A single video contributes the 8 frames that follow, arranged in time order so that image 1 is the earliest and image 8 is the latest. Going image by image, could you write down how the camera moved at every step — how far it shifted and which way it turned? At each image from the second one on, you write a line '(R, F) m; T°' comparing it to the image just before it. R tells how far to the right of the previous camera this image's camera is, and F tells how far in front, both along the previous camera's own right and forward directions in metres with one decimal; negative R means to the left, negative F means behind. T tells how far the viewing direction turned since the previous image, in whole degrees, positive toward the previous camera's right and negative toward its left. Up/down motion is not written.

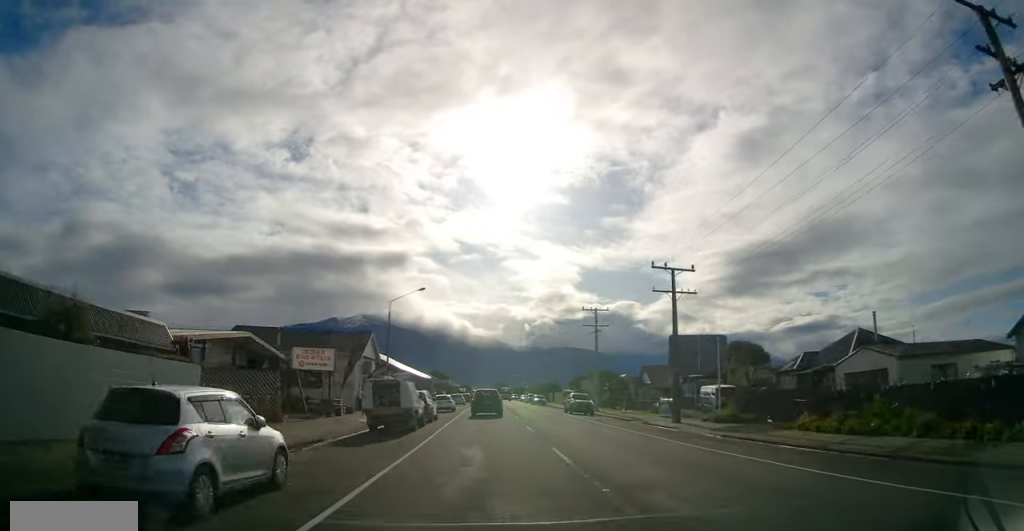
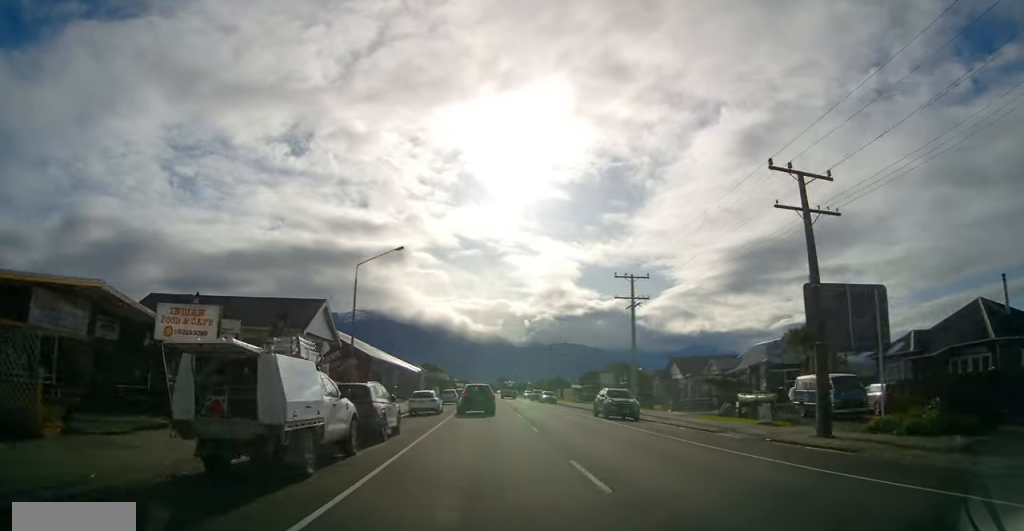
(-0.1, +12.5) m; 0°
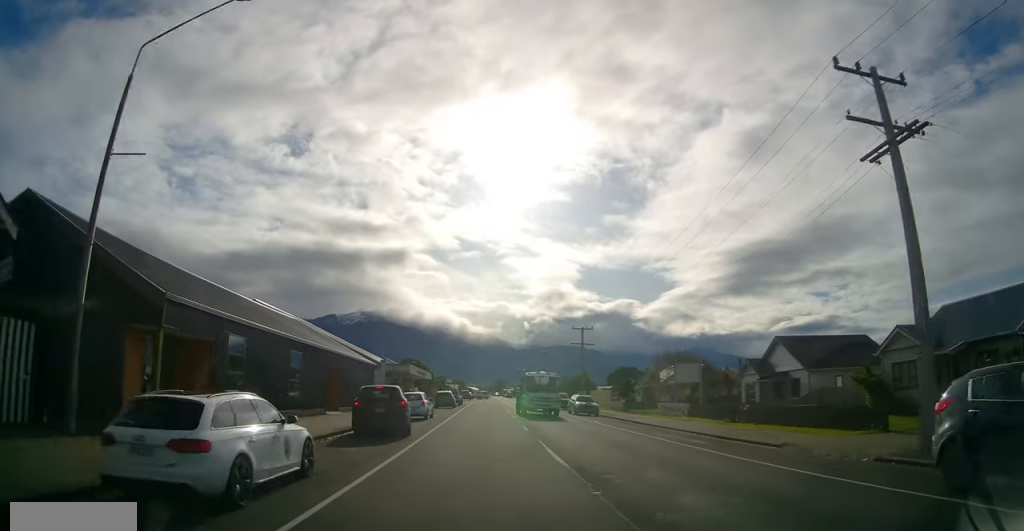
(+0.3, +25.8) m; +1°
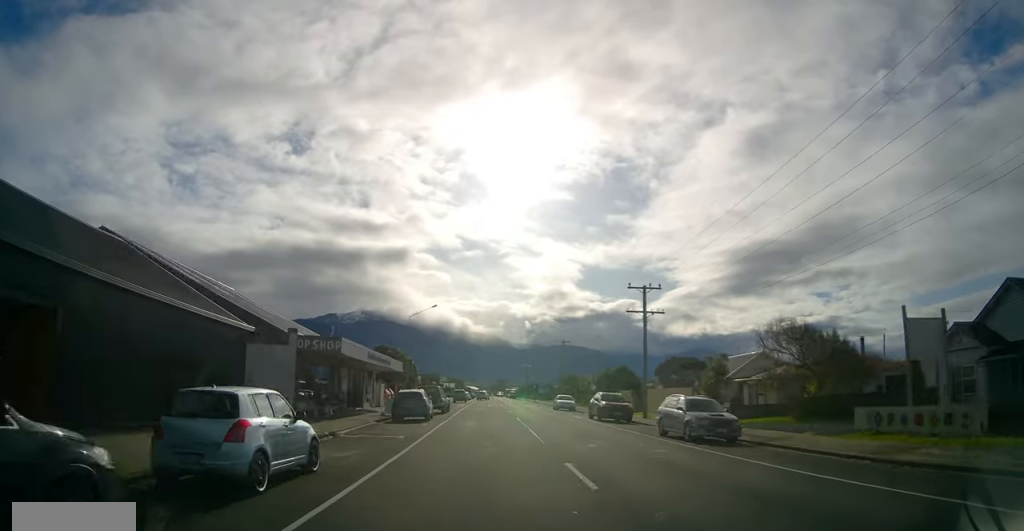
(-0.1, +23.7) m; -2°
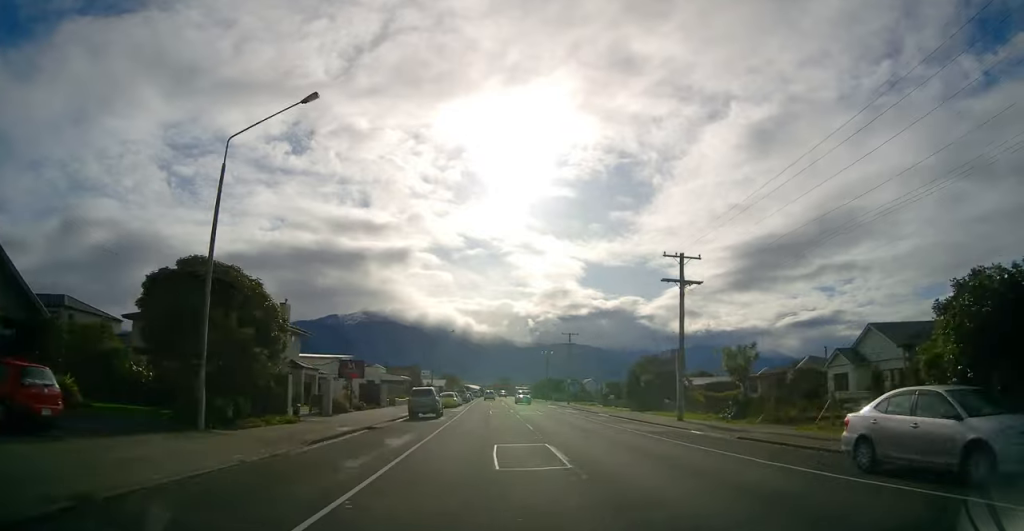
(+1.1, +46.3) m; +3°
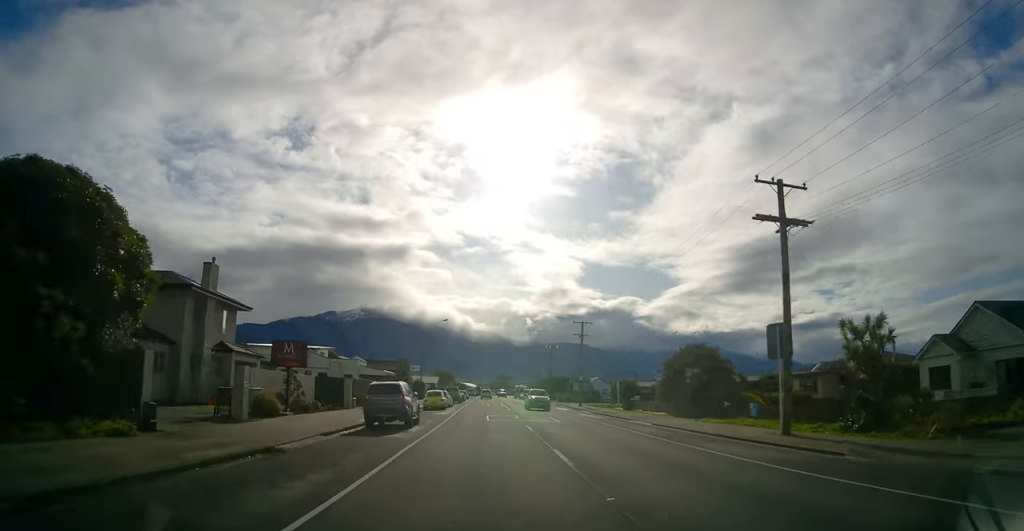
(+0.4, +11.0) m; 0°
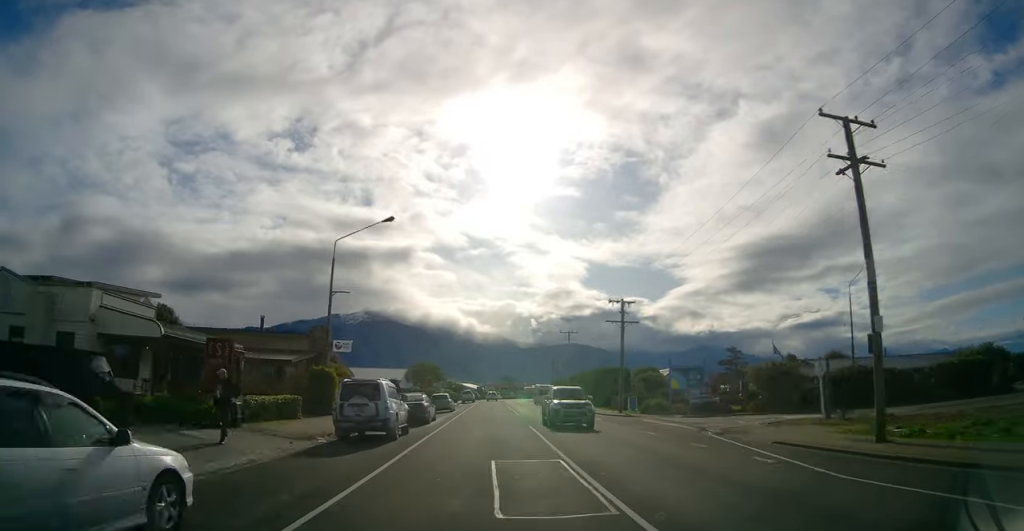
(-3.9, +46.9) m; -4°
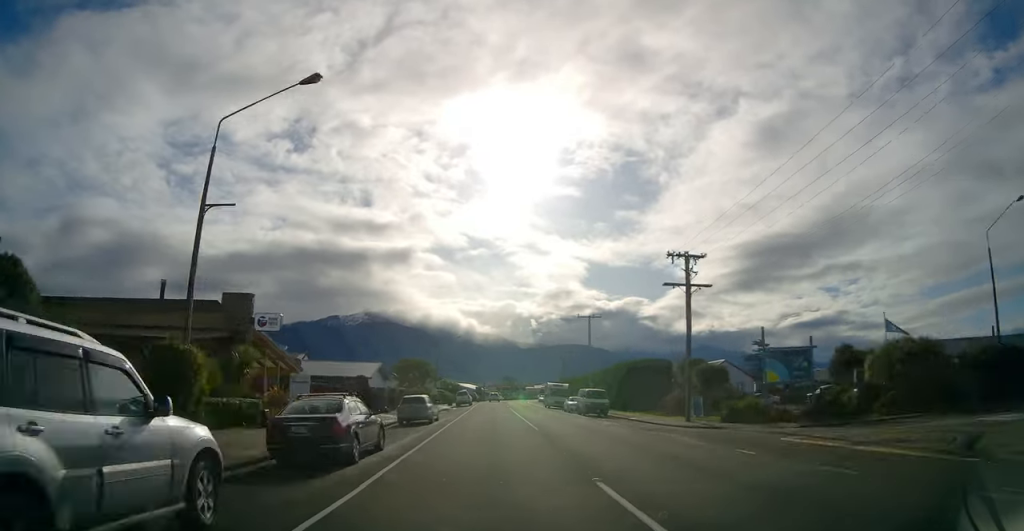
(+0.5, +15.4) m; +2°
